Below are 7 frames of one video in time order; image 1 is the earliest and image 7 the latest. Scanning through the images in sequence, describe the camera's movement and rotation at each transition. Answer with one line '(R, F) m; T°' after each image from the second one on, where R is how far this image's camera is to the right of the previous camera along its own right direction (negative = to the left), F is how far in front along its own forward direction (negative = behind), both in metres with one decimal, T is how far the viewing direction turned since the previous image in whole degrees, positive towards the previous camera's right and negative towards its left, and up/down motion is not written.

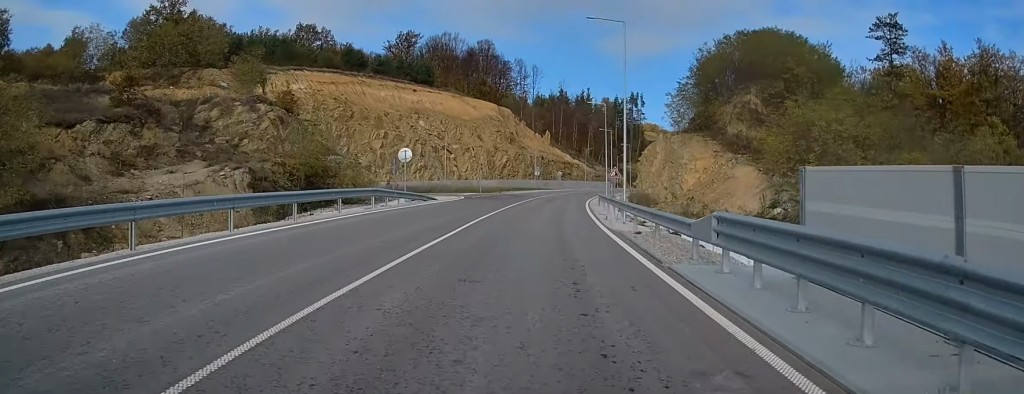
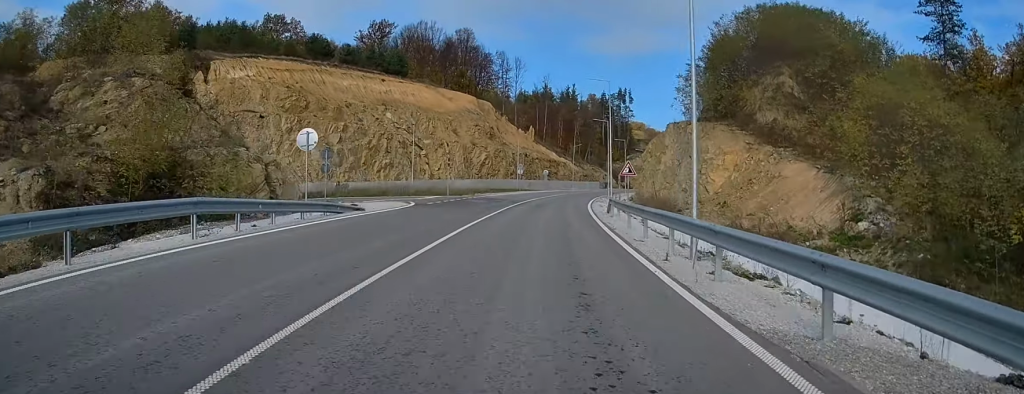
(+0.3, +13.4) m; +2°
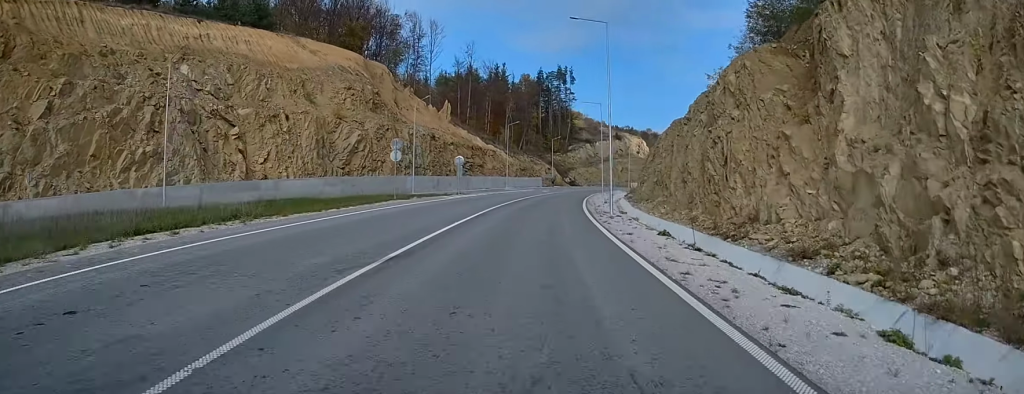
(+2.2, +45.8) m; +6°
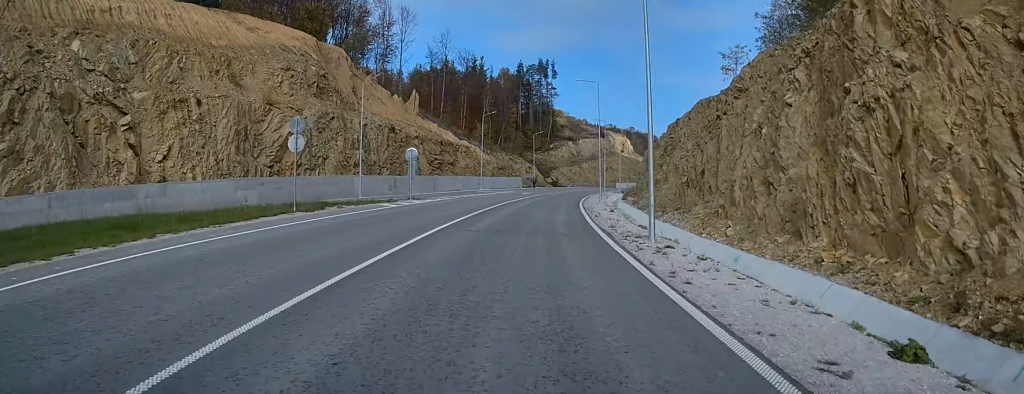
(+0.1, +13.2) m; +2°
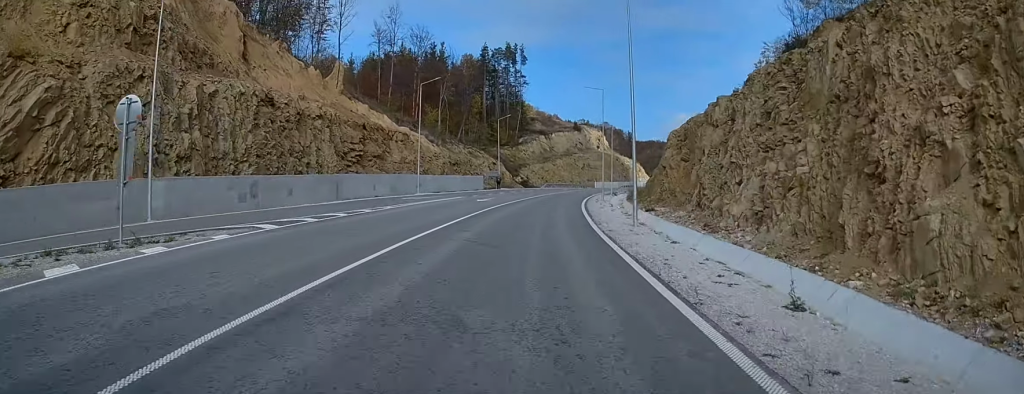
(+0.6, +25.1) m; +3°
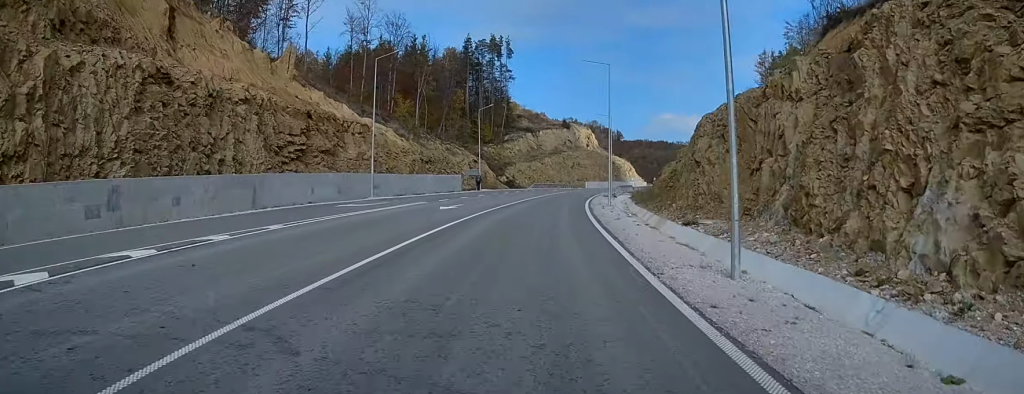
(+0.2, +11.5) m; +1°
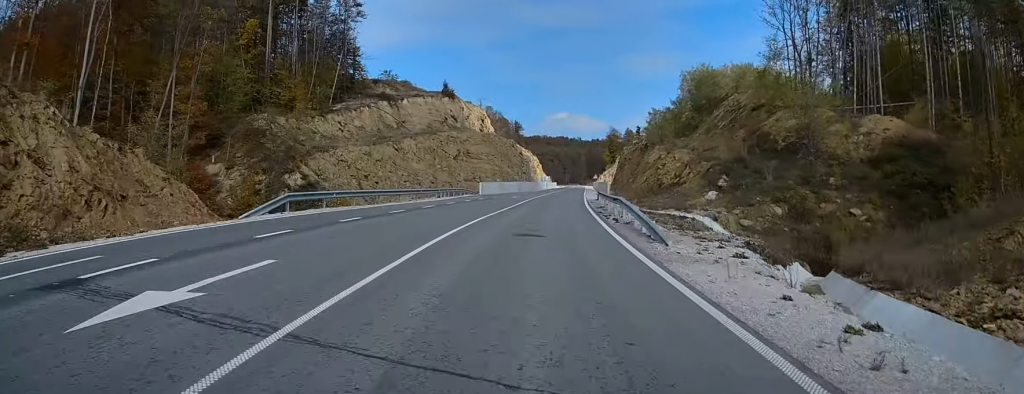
(+5.5, +75.2) m; +8°
